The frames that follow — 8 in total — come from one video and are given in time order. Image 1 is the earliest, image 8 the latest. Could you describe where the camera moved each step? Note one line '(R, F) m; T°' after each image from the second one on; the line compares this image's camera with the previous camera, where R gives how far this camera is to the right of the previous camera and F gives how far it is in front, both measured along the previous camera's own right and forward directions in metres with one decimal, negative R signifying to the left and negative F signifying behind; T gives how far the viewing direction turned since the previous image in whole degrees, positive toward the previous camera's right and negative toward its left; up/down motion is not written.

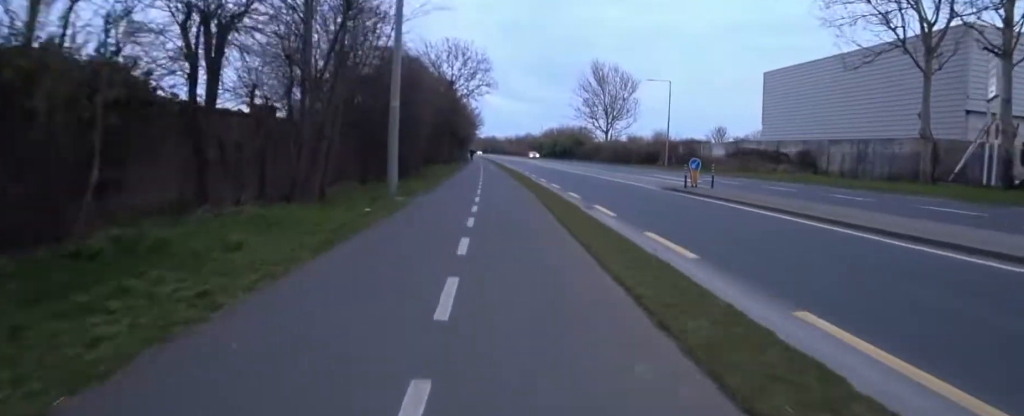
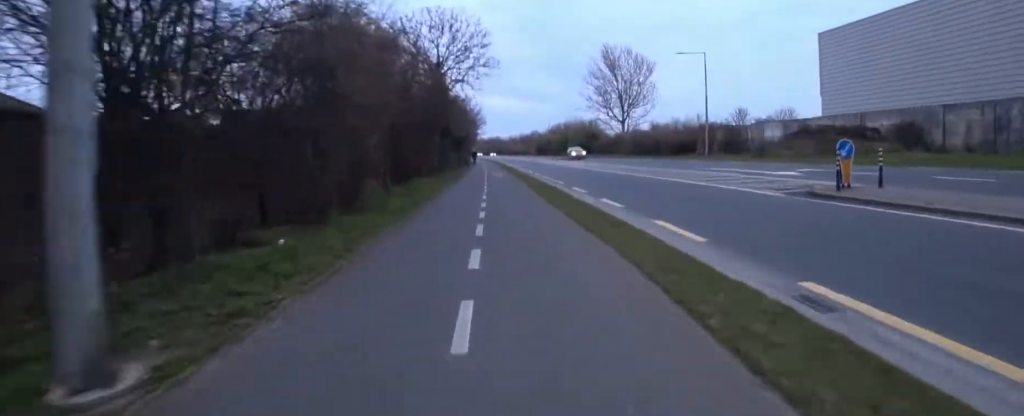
(+0.3, +7.9) m; -1°
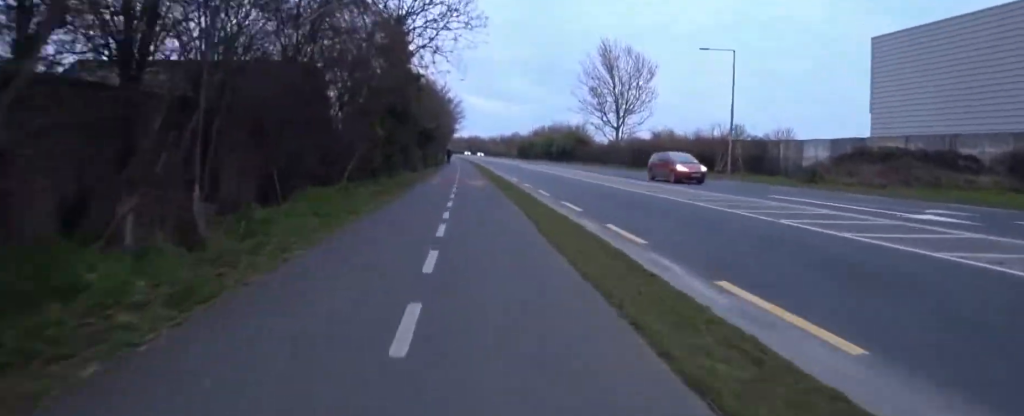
(+0.2, +7.4) m; +1°
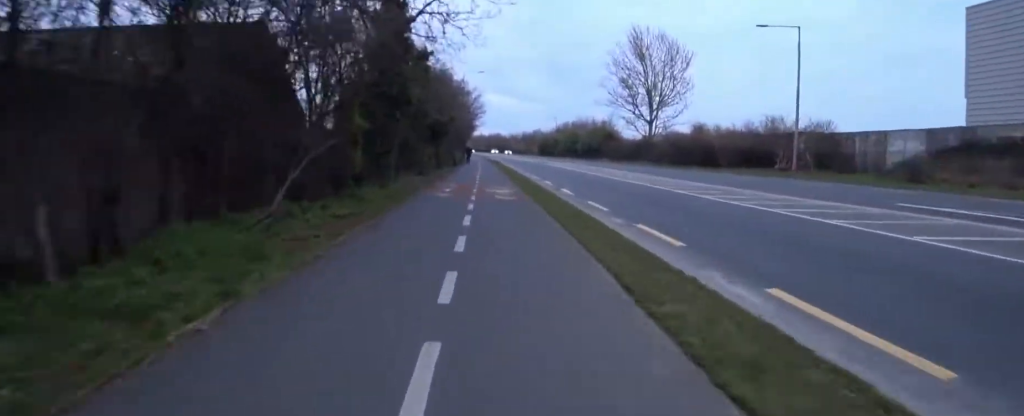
(0.0, +4.6) m; +1°
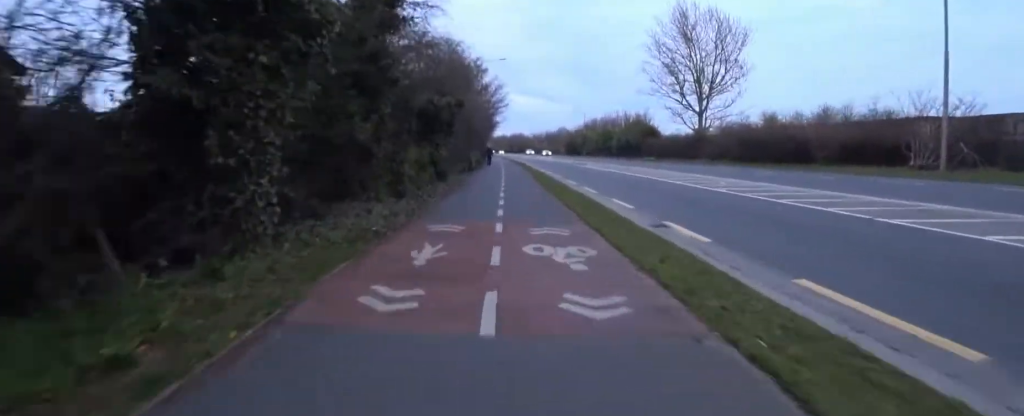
(0.0, +8.1) m; -1°
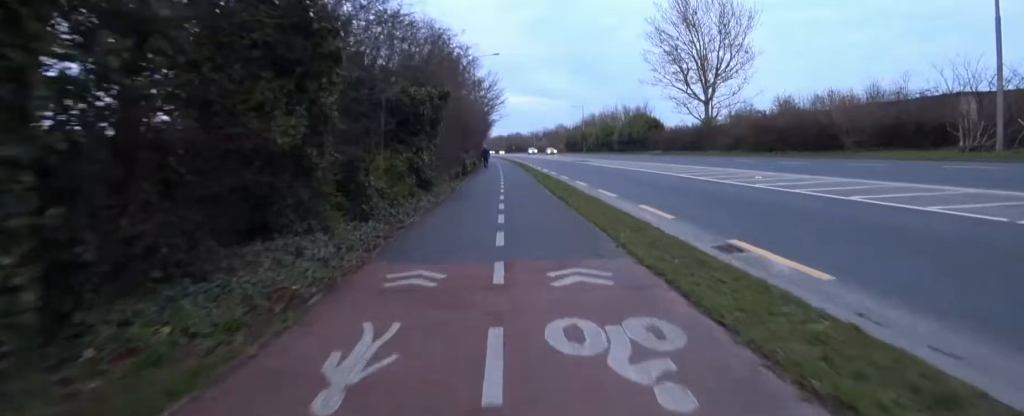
(+0.4, +2.6) m; -1°
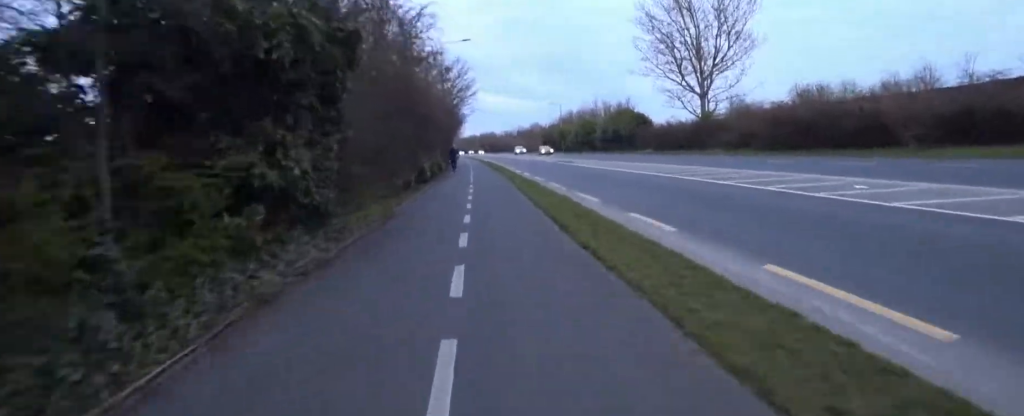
(-1.2, +5.9) m; +2°
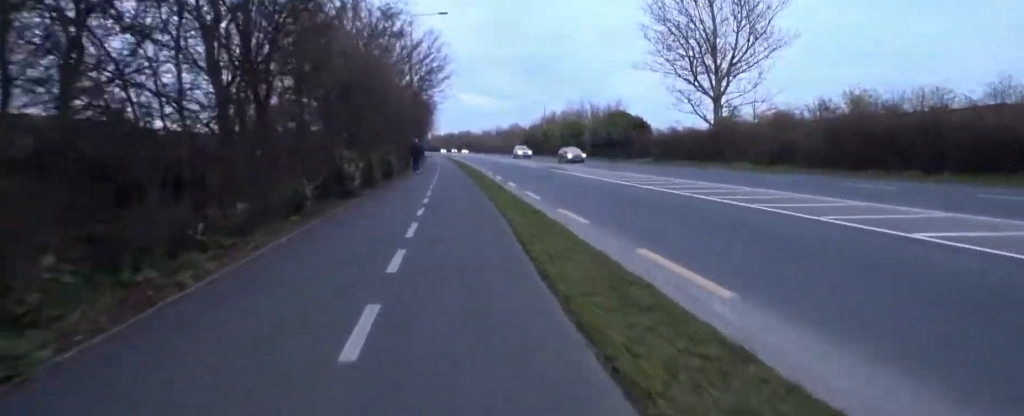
(+1.4, +7.2) m; 0°
